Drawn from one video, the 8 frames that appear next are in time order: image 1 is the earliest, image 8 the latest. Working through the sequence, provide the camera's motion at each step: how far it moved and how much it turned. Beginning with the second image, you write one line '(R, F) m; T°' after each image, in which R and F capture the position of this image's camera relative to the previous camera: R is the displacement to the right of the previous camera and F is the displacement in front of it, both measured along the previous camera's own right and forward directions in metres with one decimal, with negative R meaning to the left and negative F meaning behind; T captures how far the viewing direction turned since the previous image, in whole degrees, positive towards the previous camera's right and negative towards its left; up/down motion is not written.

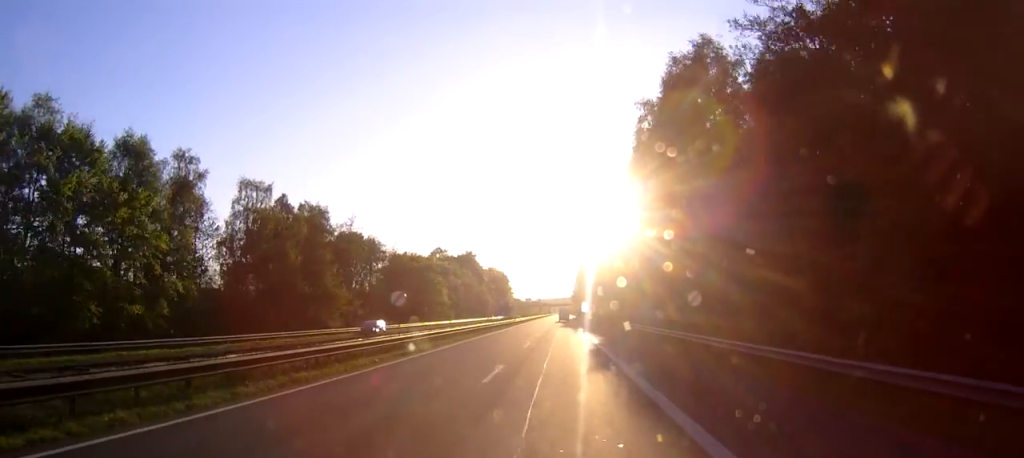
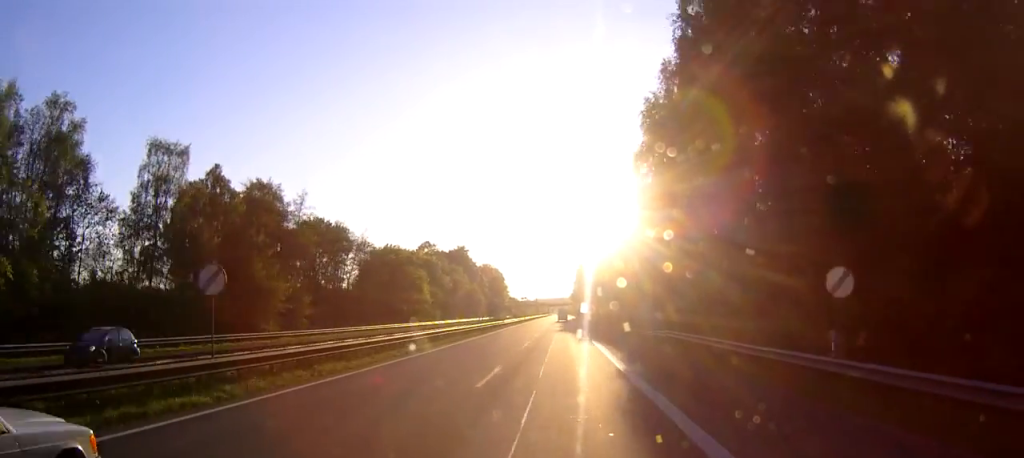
(0.0, +19.5) m; 0°
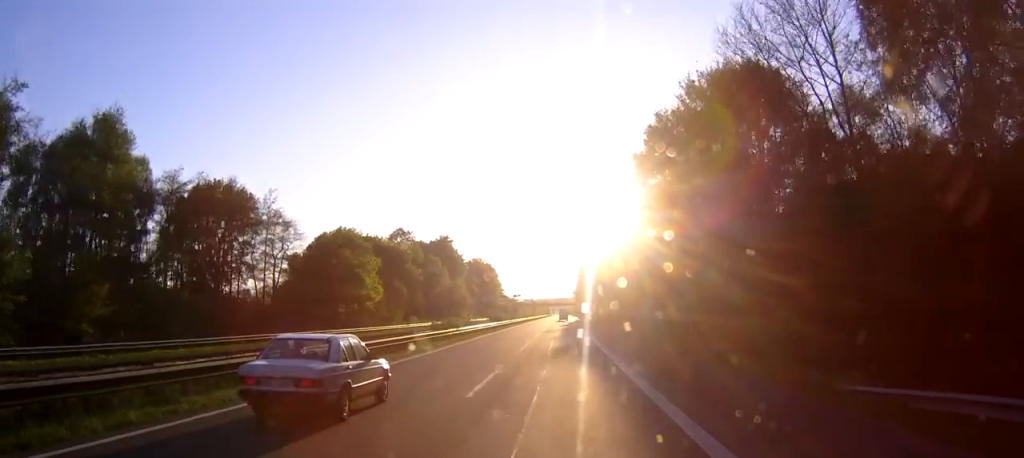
(+0.1, +37.9) m; 0°
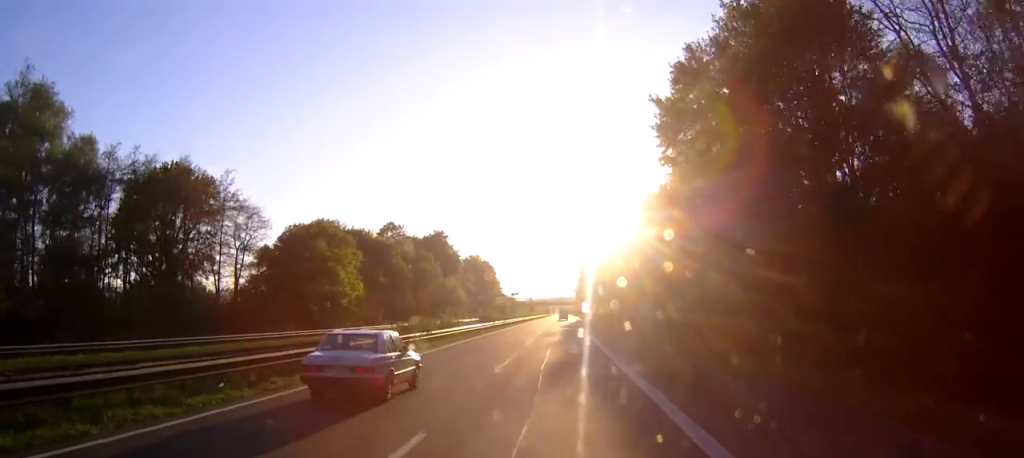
(0.0, +10.6) m; 0°
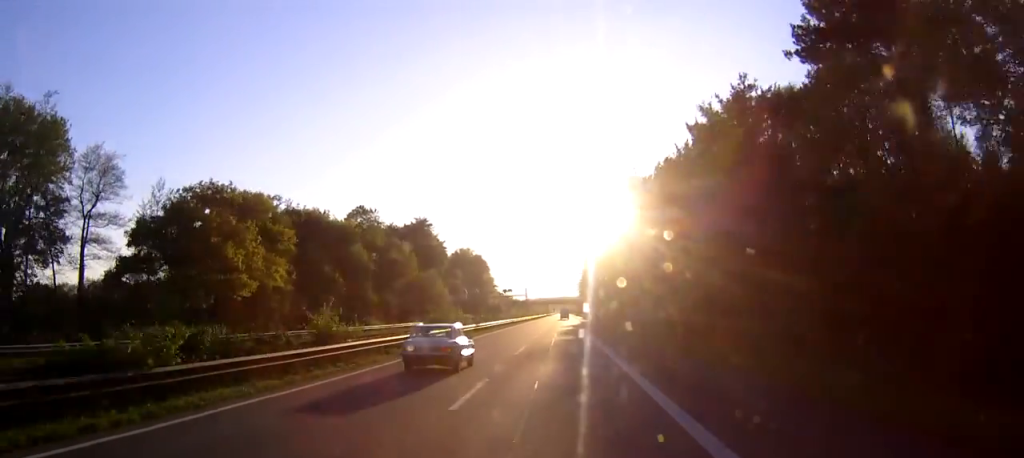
(0.0, +27.4) m; 0°
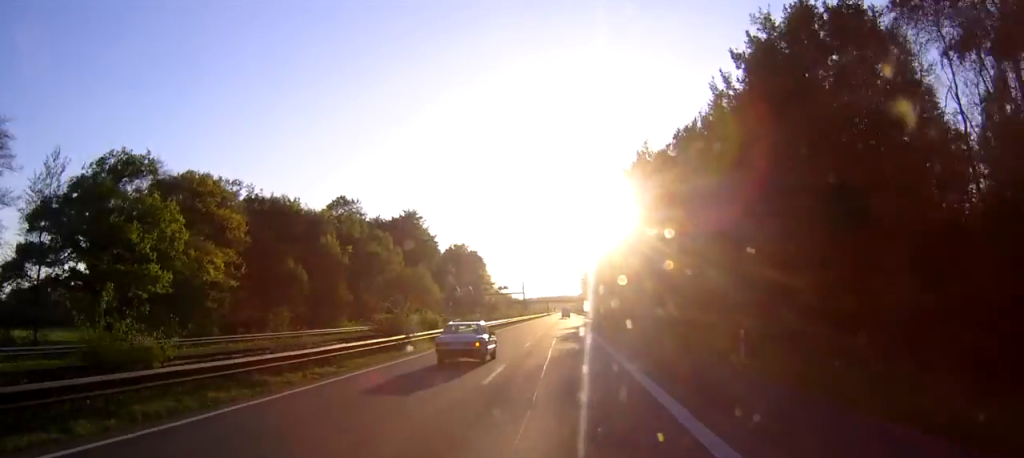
(-0.1, +13.3) m; 0°
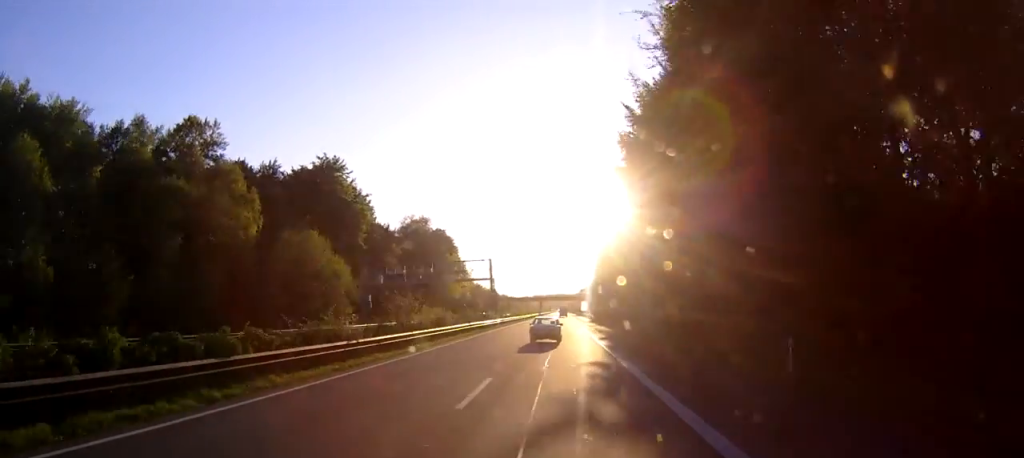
(+0.3, +58.5) m; 0°
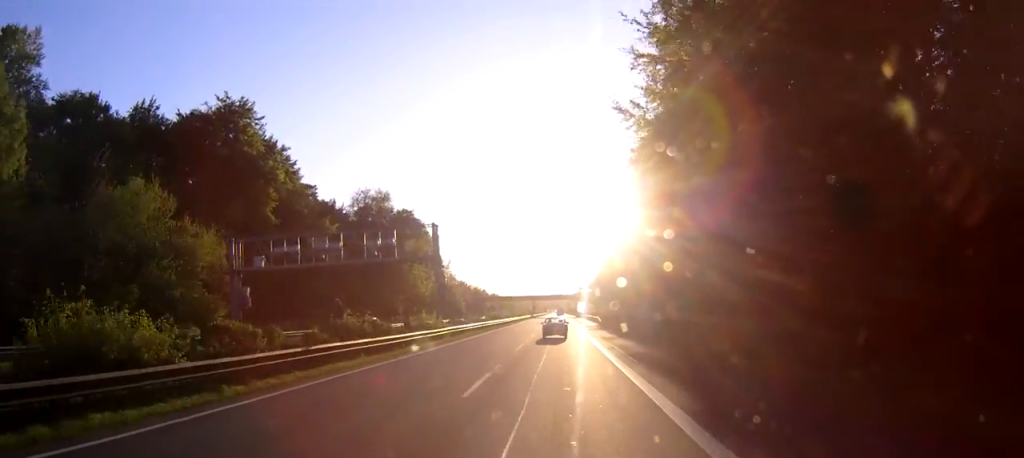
(-0.2, +33.9) m; 0°
